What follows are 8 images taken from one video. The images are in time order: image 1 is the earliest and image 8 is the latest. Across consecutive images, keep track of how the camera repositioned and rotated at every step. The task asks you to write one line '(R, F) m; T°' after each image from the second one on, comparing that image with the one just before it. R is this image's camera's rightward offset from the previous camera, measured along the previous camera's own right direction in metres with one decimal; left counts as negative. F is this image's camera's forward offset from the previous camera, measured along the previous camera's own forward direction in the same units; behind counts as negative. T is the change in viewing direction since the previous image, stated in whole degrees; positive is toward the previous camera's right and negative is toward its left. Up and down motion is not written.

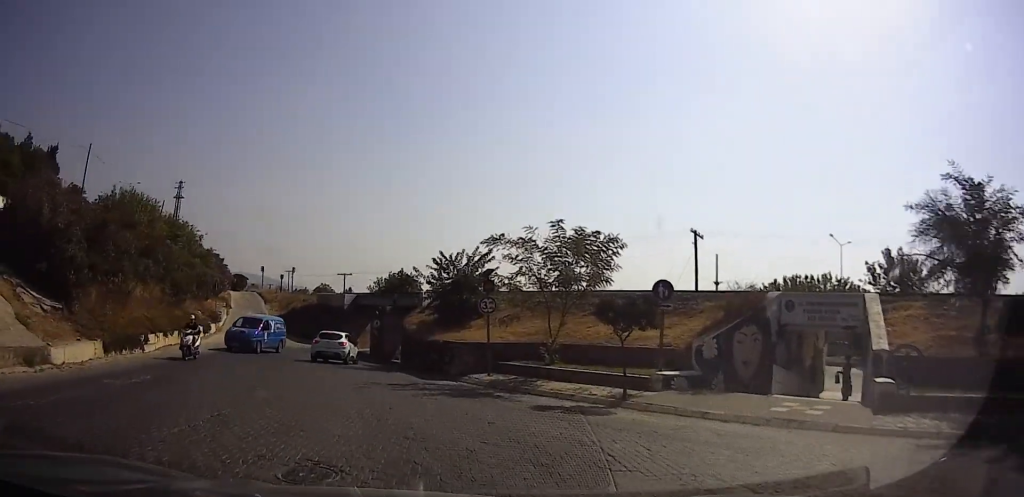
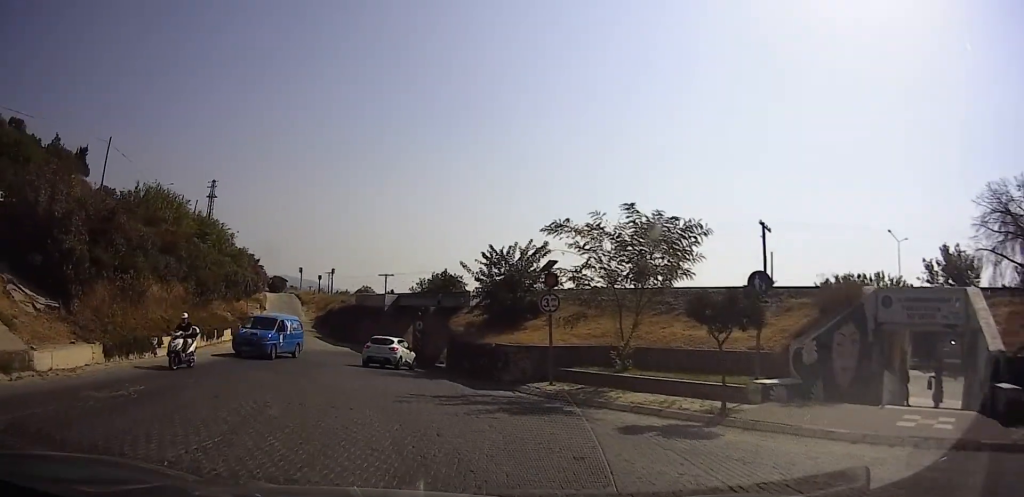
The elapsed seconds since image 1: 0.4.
(-0.4, +2.5) m; -6°
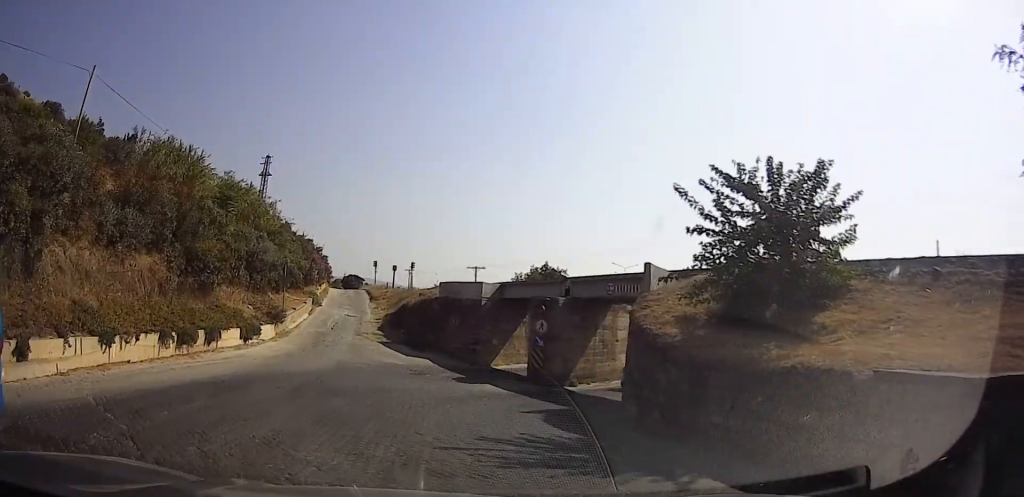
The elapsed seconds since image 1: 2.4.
(-1.0, +13.9) m; -7°
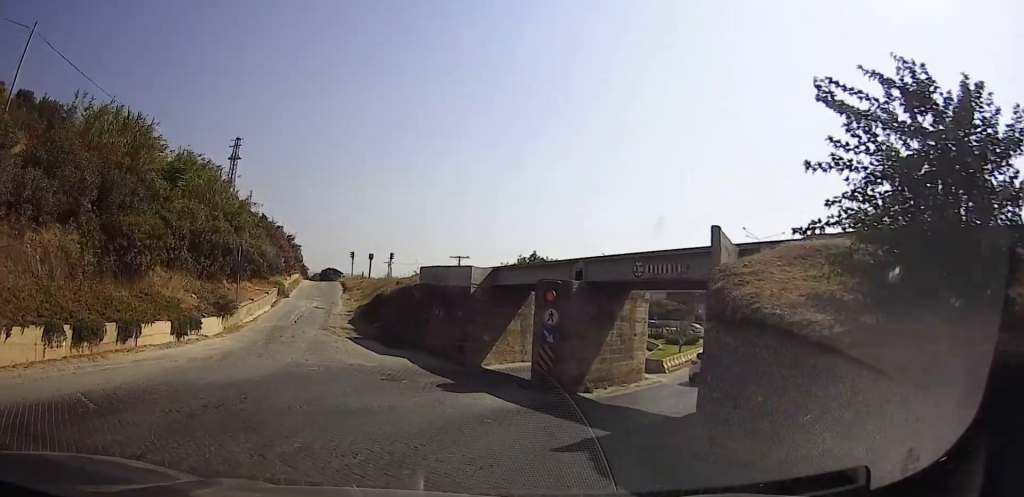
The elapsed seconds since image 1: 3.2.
(-0.2, +5.2) m; -2°
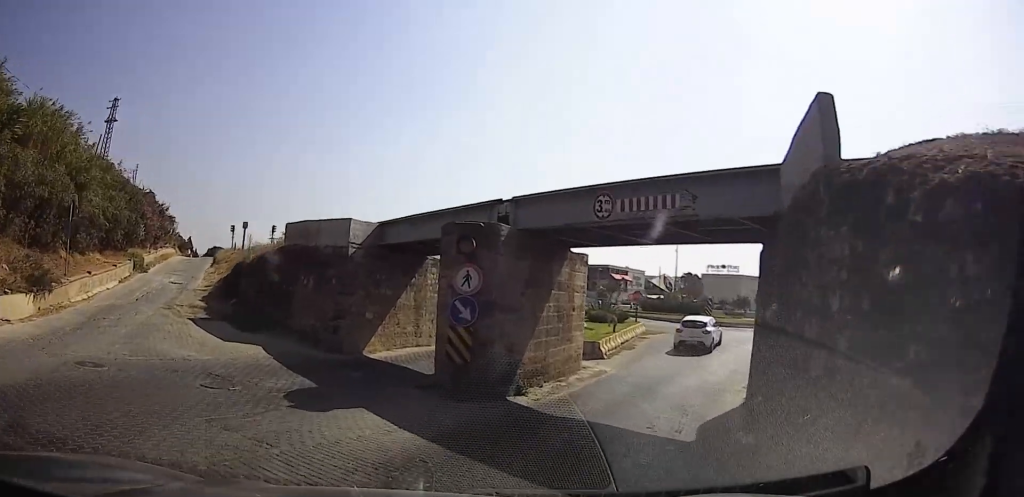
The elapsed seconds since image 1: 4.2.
(-0.3, +6.6) m; +11°
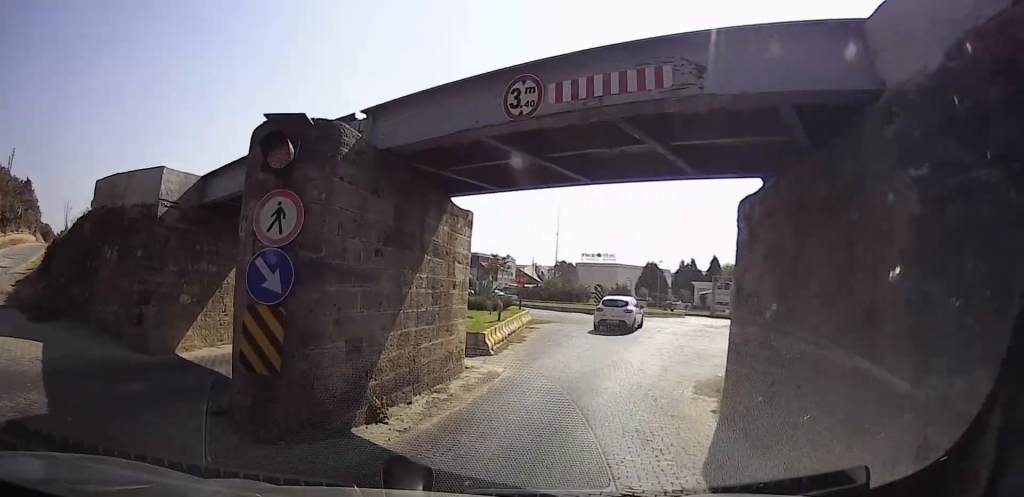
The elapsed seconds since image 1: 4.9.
(+0.7, +5.0) m; +19°
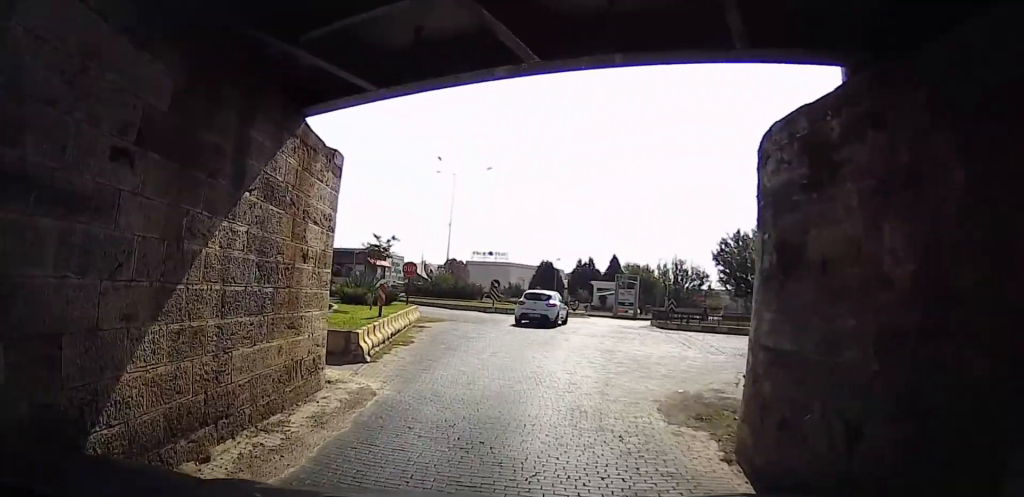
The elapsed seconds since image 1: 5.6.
(+1.0, +4.0) m; +7°
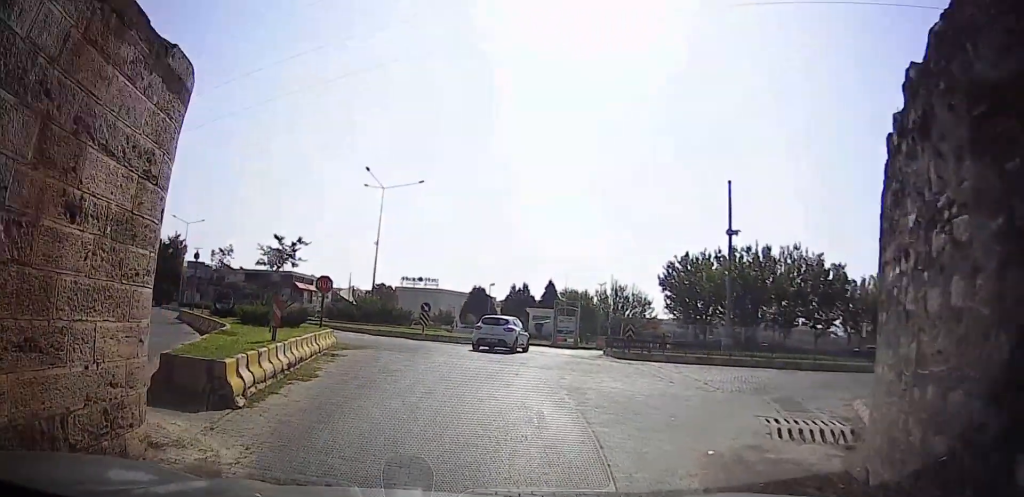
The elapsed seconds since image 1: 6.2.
(+0.1, +3.9) m; +4°
